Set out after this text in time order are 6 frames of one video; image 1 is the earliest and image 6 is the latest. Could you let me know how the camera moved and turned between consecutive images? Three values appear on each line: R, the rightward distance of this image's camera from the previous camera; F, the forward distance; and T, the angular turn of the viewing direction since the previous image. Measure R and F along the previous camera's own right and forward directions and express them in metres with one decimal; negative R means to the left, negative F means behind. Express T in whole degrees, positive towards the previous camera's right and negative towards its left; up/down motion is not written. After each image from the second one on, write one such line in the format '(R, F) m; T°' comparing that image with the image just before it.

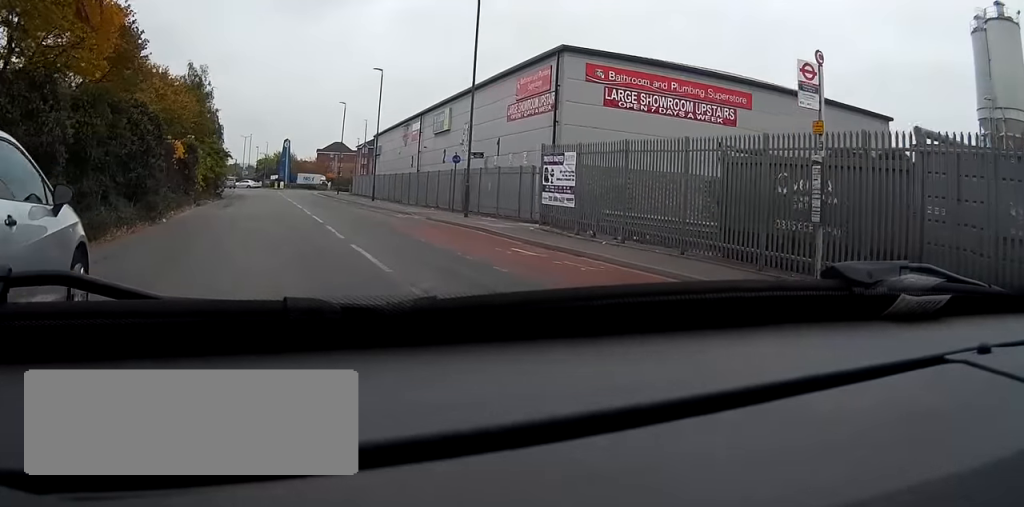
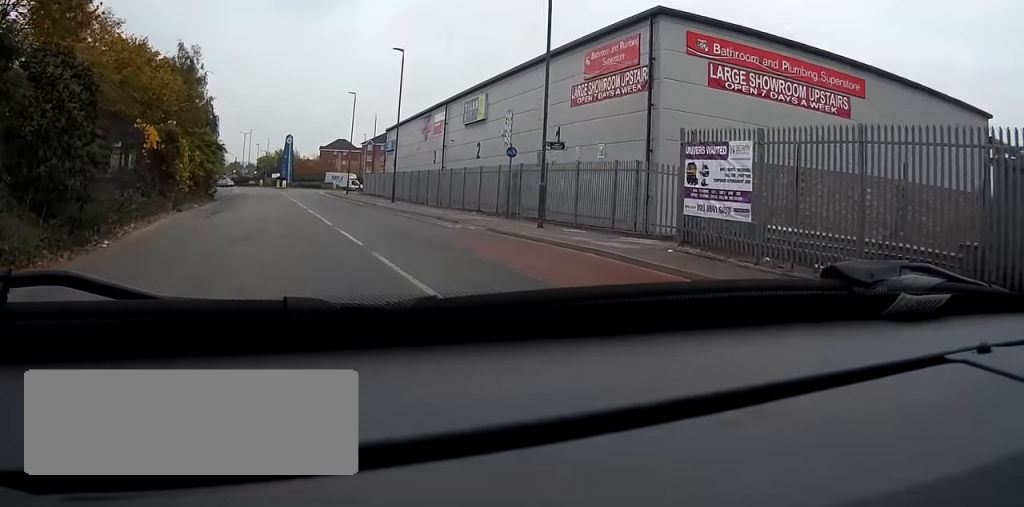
(0.0, +8.2) m; 0°
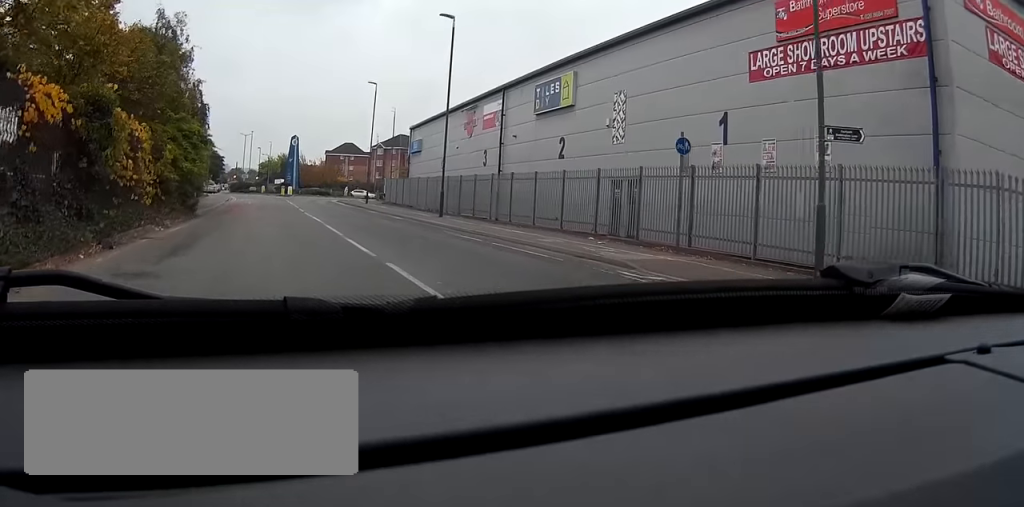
(-0.1, +12.4) m; 0°
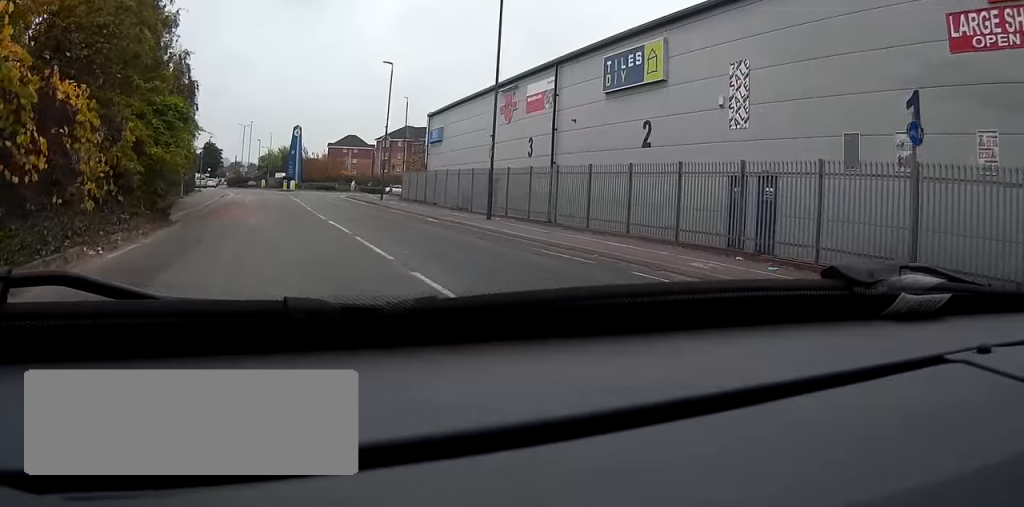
(0.0, +7.5) m; 0°
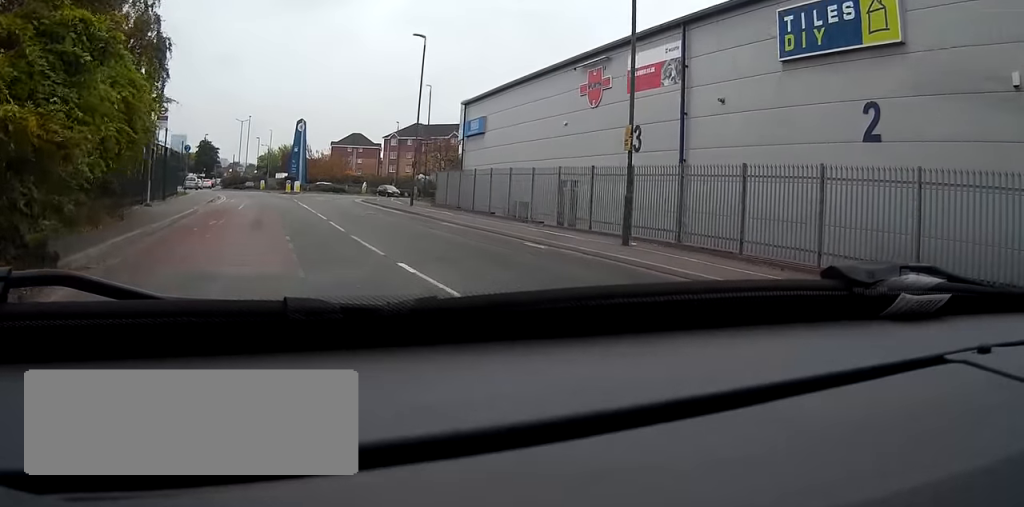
(0.0, +11.1) m; 0°
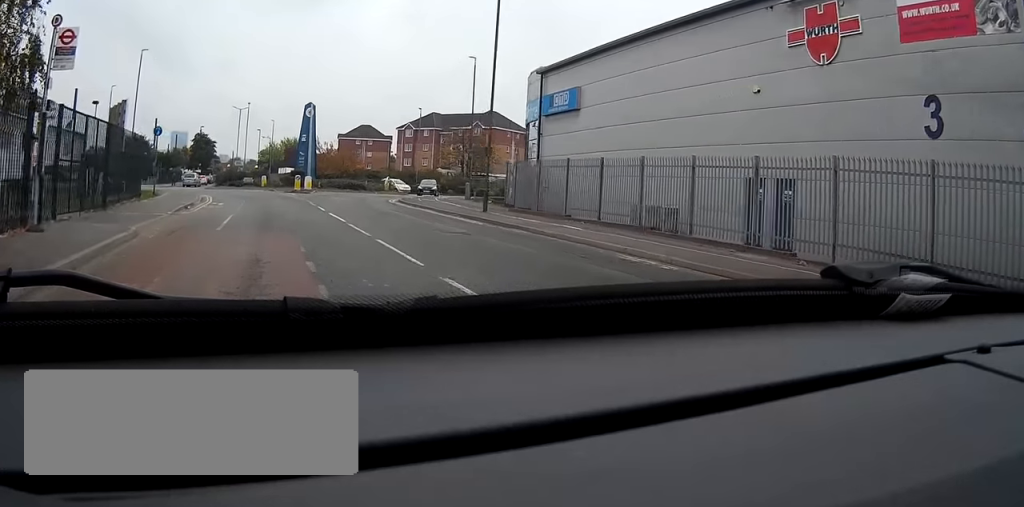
(+0.1, +14.3) m; +1°
